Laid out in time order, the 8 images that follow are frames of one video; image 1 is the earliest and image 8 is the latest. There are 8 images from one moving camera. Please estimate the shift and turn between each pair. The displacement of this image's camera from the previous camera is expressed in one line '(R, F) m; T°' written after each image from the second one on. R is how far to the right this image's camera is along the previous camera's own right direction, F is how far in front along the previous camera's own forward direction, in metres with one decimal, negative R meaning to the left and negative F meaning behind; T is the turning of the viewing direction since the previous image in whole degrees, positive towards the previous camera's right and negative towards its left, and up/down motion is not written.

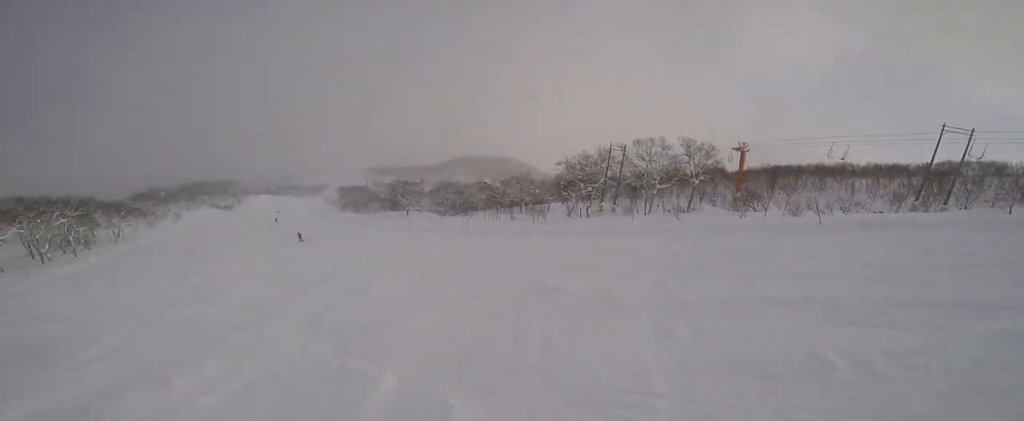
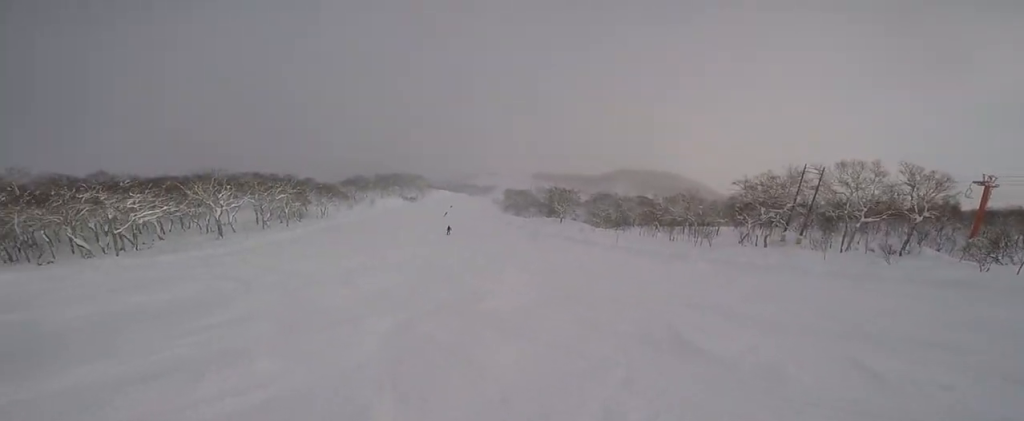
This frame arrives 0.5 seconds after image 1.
(+0.2, +2.3) m; -16°
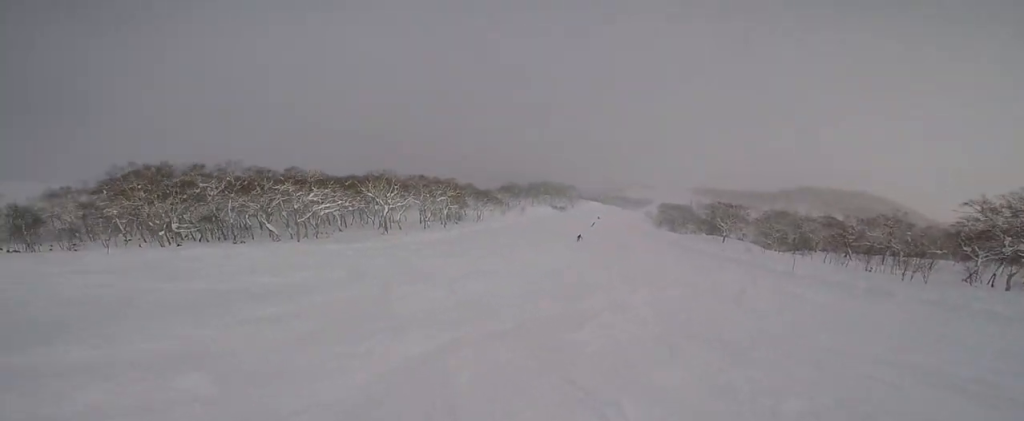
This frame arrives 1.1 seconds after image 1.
(+0.1, +2.7) m; -21°
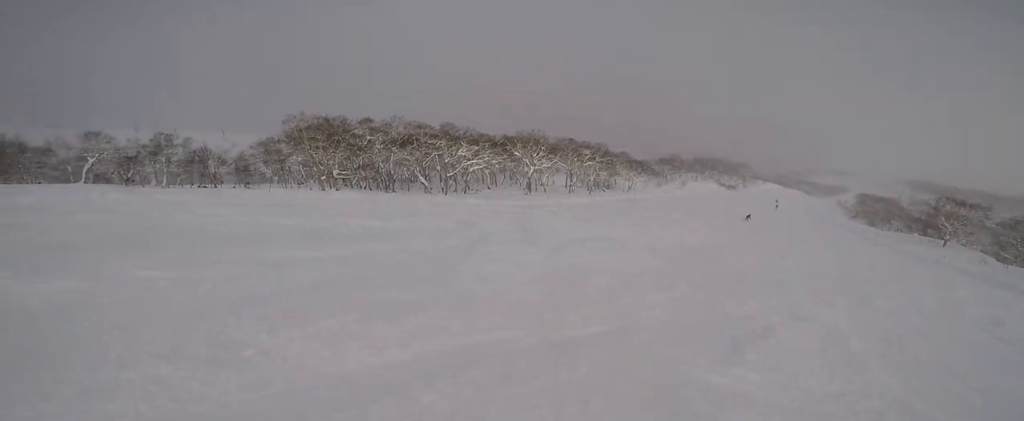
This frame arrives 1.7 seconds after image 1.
(-1.4, +3.2) m; -24°
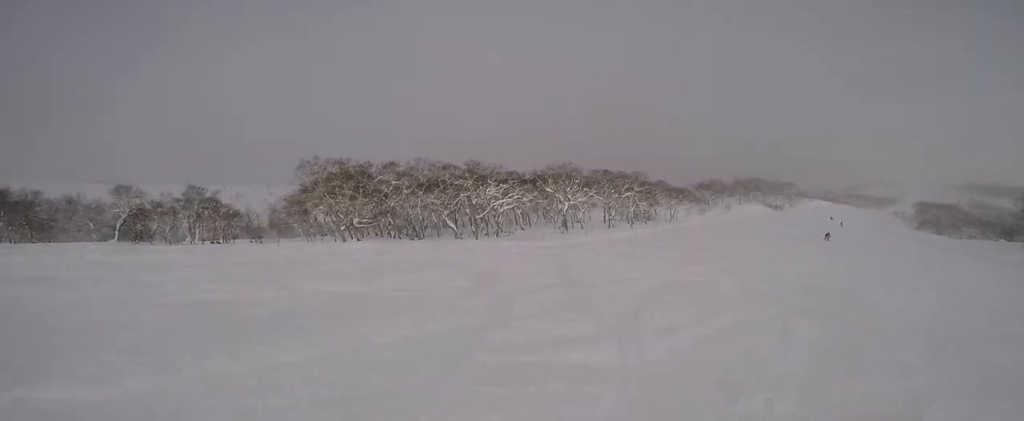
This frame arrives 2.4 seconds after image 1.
(-0.9, +4.3) m; -8°
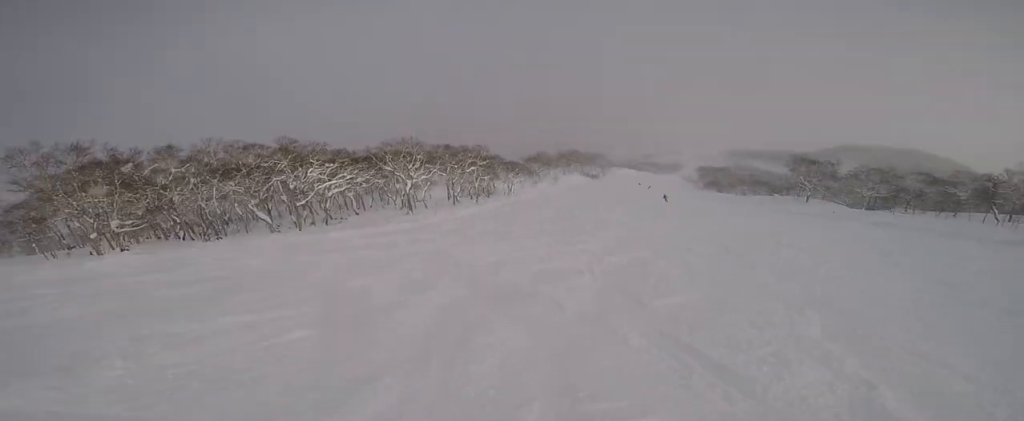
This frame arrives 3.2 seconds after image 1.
(-0.1, +4.9) m; +13°
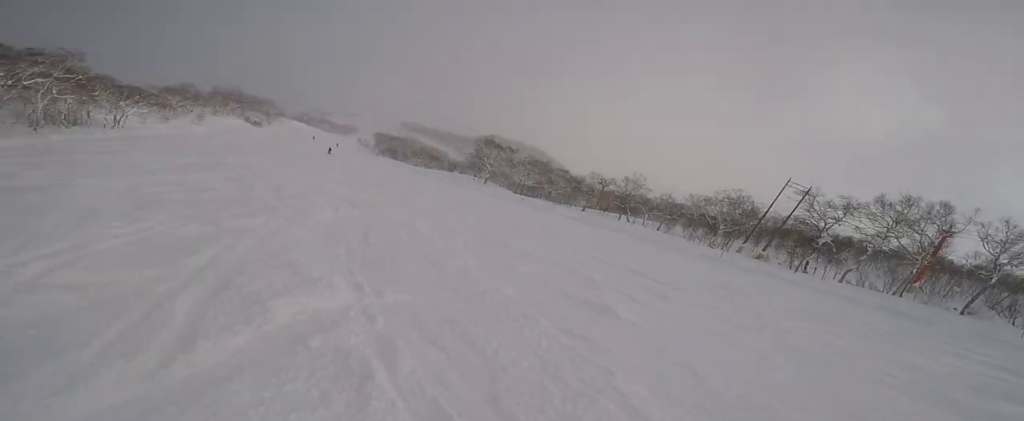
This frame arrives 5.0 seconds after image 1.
(+5.8, +8.1) m; +59°
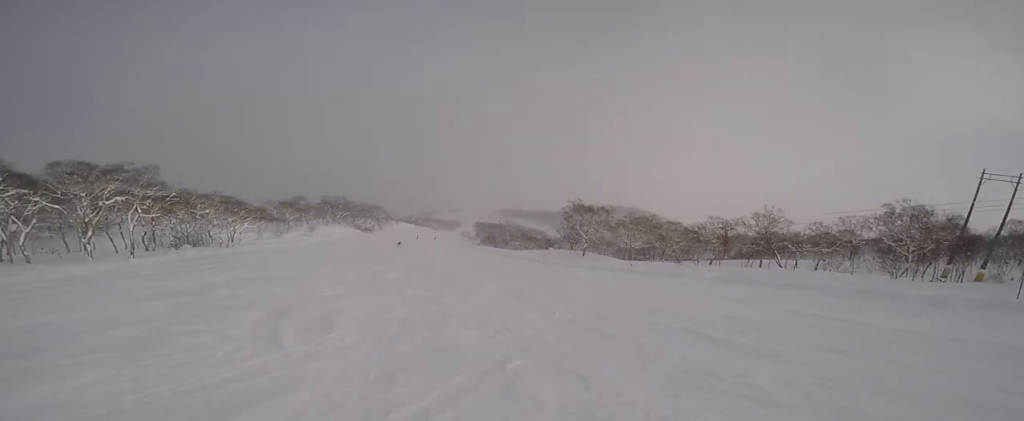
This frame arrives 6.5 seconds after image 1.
(-1.4, +9.6) m; -27°
